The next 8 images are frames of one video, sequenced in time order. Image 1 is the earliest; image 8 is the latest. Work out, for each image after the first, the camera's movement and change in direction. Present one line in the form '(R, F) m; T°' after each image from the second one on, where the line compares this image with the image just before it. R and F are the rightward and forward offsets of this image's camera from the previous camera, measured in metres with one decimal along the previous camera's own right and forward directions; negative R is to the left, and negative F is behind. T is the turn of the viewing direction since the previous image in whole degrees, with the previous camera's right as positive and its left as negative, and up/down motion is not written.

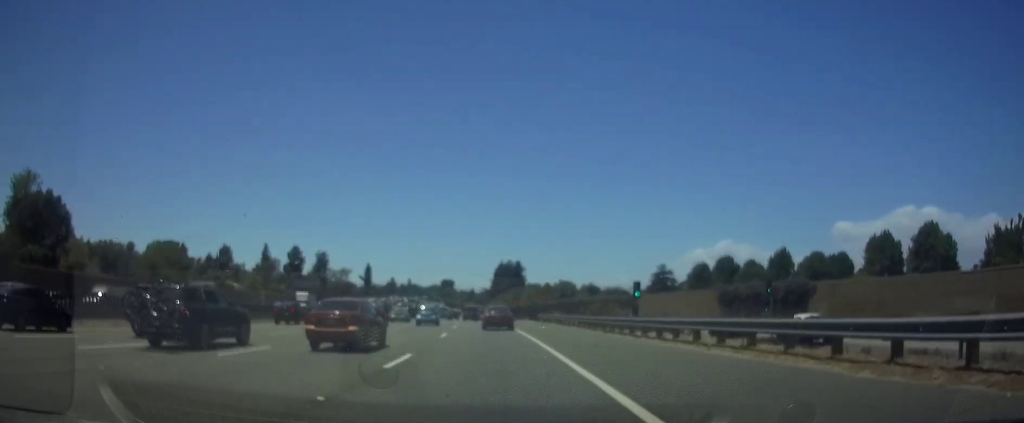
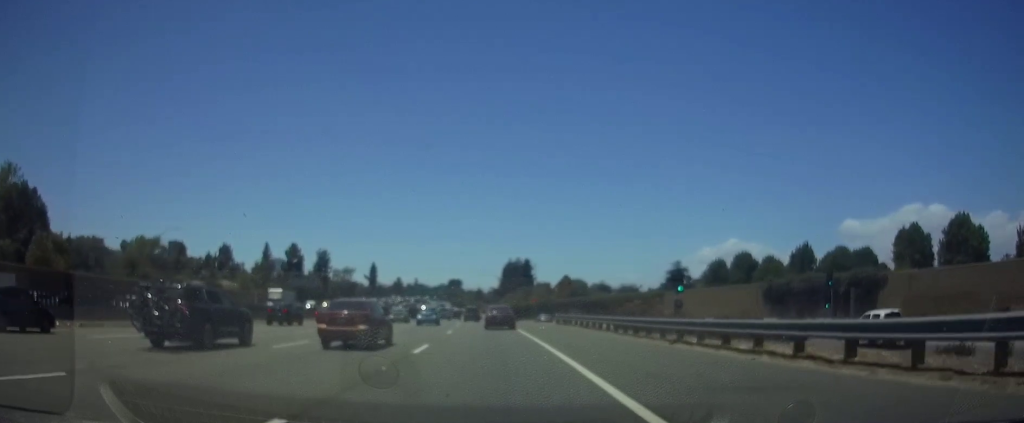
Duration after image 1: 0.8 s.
(0.0, +10.4) m; -1°
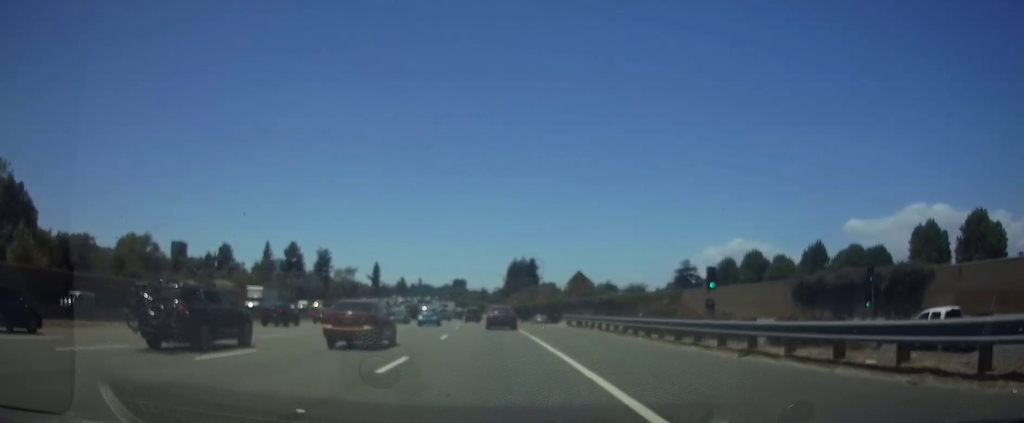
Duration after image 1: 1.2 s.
(0.0, +5.5) m; -1°
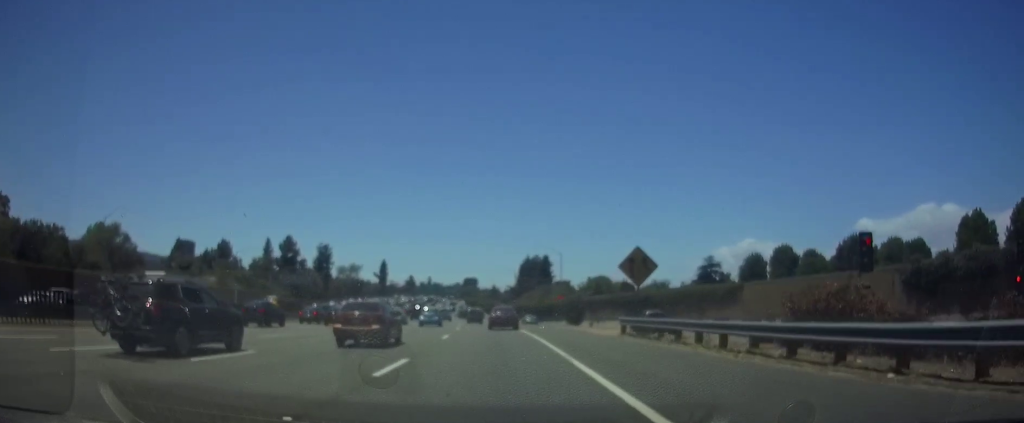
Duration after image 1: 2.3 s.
(-0.2, +15.2) m; -2°
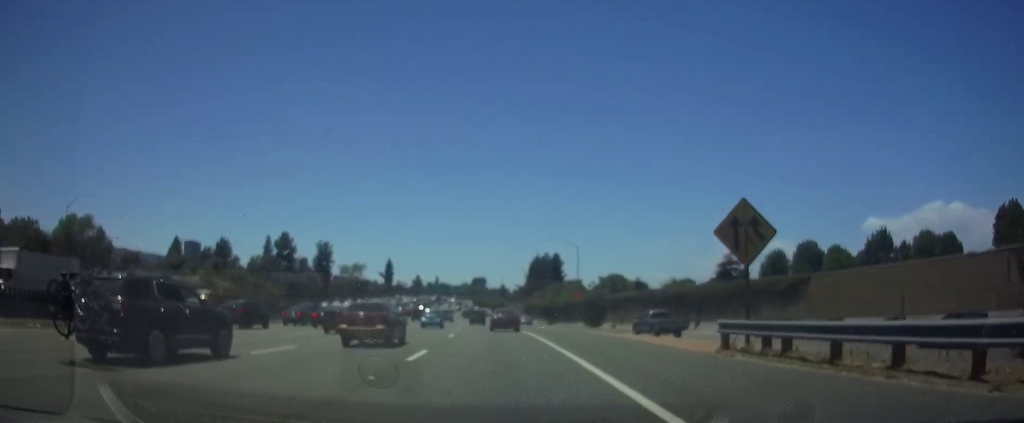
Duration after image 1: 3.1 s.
(-0.1, +11.1) m; -1°
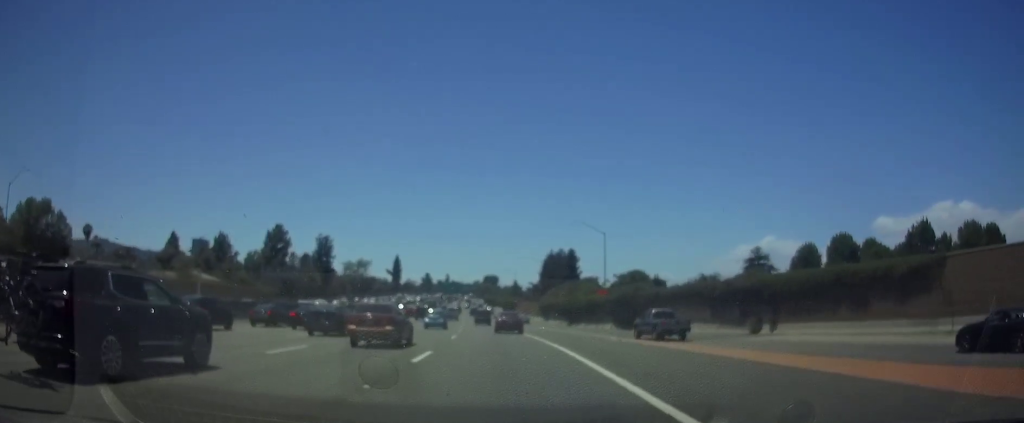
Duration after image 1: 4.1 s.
(-0.1, +14.5) m; -1°
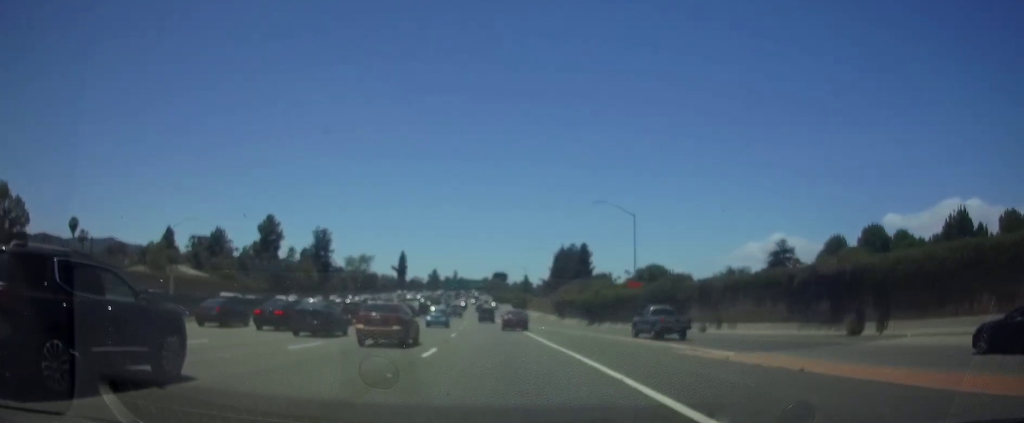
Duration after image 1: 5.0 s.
(-0.1, +12.7) m; -1°
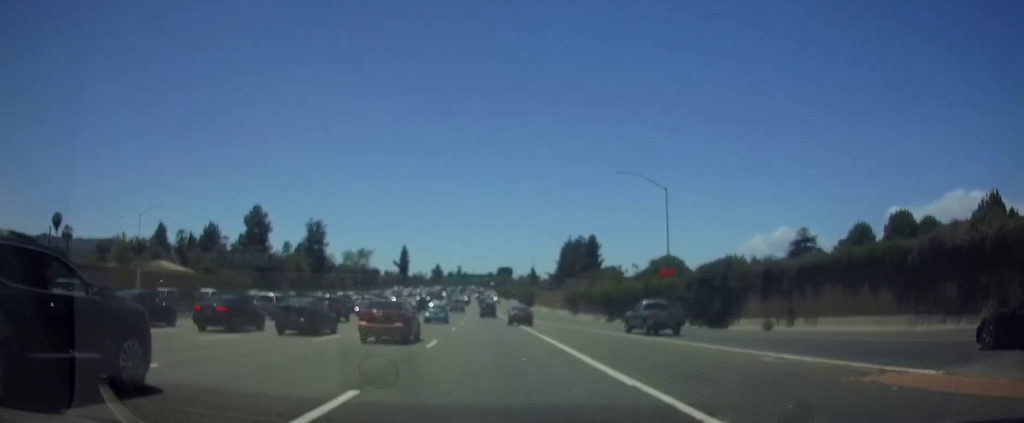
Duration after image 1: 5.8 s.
(0.0, +11.4) m; -1°
